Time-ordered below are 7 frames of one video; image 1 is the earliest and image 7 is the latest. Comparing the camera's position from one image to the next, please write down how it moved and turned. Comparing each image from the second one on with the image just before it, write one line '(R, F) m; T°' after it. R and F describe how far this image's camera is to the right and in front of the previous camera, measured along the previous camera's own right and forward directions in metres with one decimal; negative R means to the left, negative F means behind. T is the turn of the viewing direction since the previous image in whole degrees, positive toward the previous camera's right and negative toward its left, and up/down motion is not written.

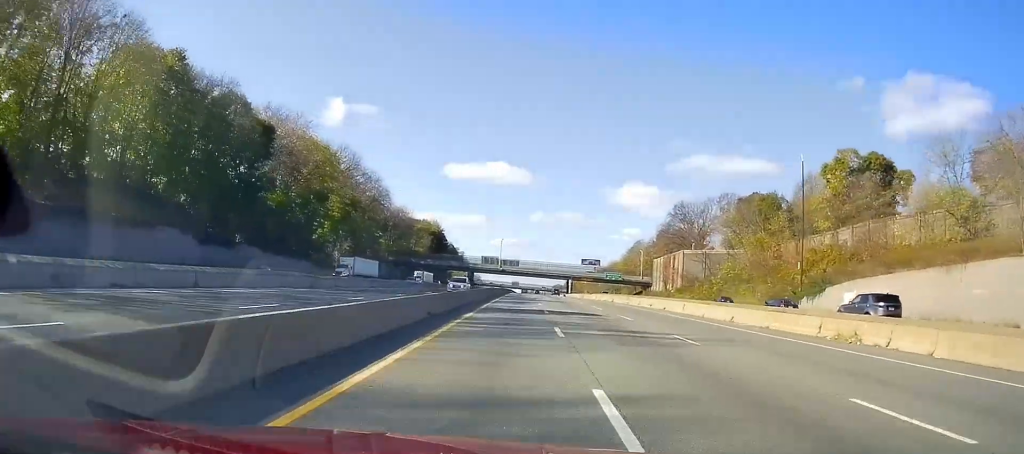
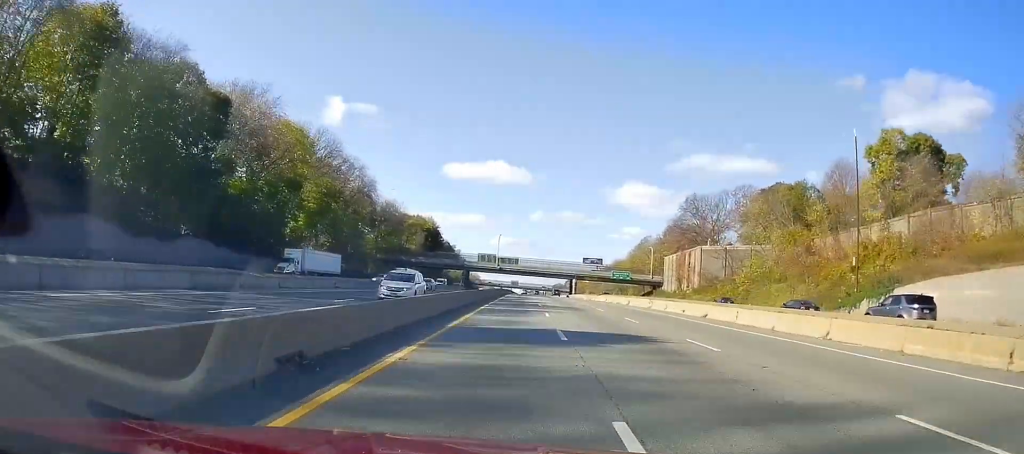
(0.0, +13.5) m; 0°
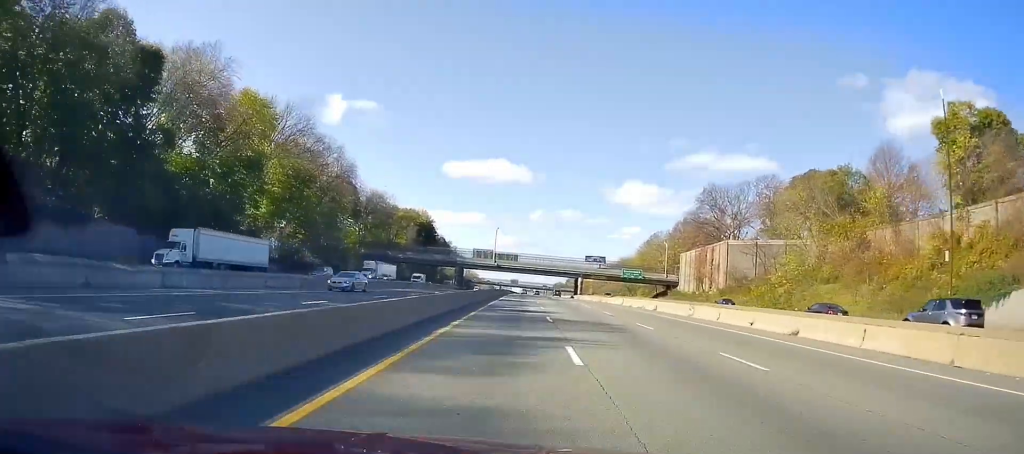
(0.0, +15.6) m; 0°
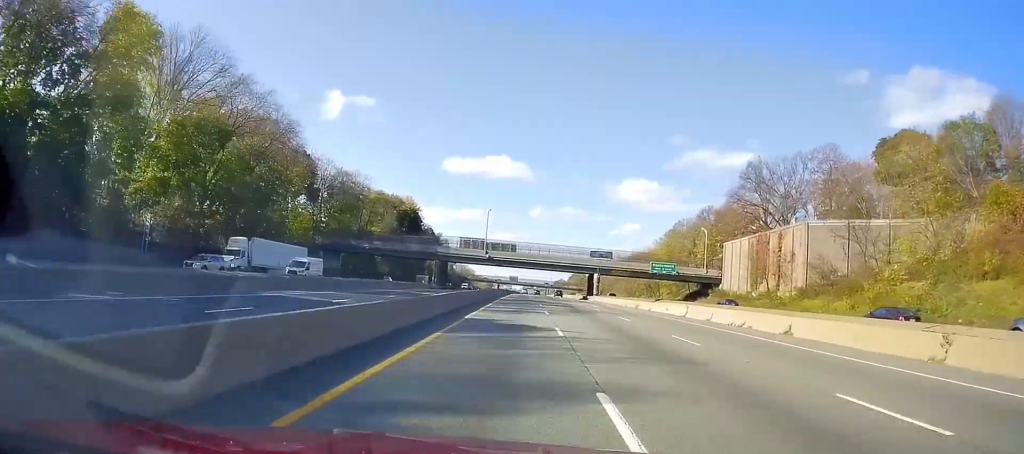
(-0.1, +30.4) m; +1°
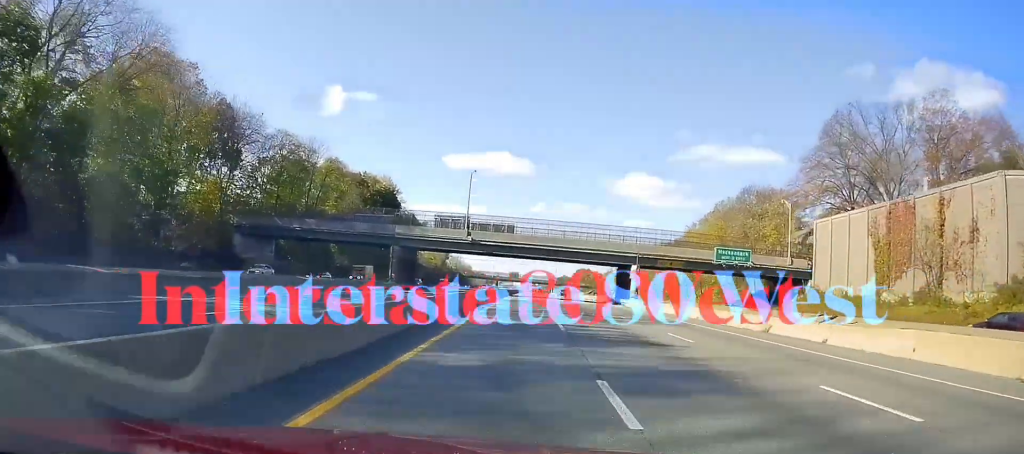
(+0.5, +35.1) m; 0°
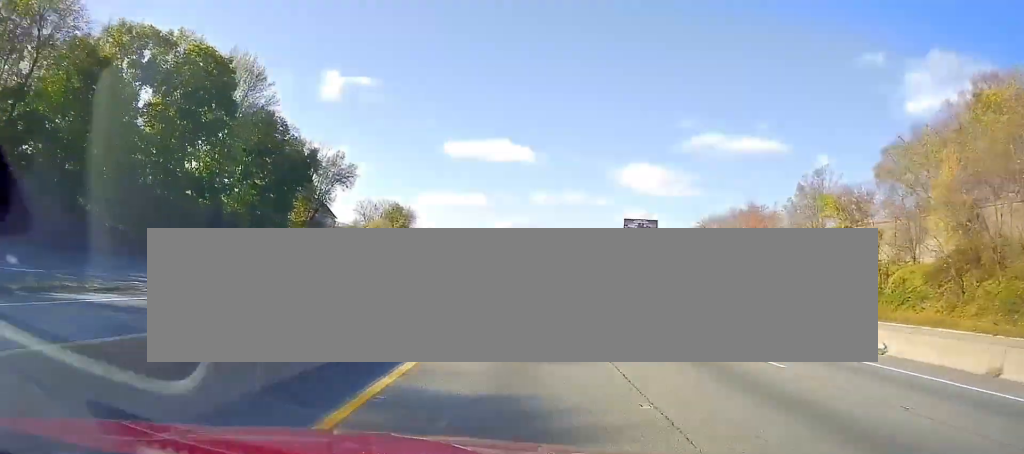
(-0.6, +90.7) m; 0°
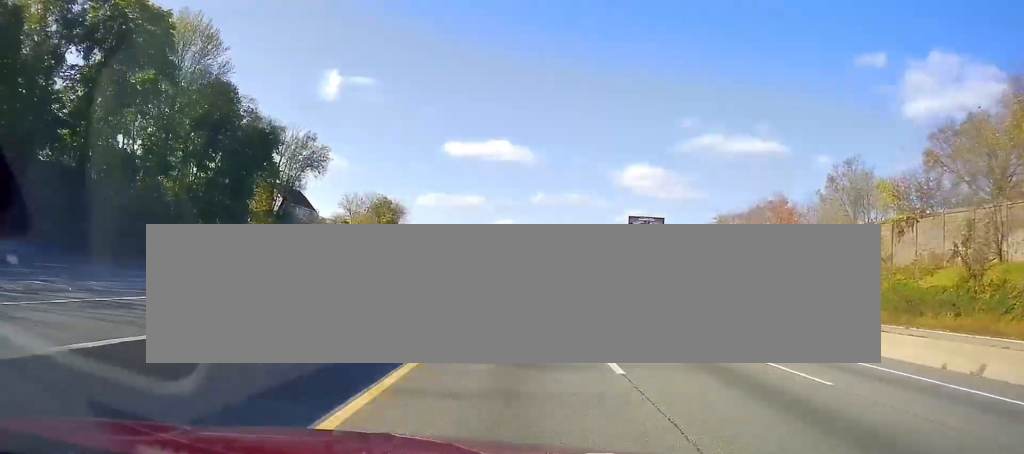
(0.0, +14.0) m; 0°
